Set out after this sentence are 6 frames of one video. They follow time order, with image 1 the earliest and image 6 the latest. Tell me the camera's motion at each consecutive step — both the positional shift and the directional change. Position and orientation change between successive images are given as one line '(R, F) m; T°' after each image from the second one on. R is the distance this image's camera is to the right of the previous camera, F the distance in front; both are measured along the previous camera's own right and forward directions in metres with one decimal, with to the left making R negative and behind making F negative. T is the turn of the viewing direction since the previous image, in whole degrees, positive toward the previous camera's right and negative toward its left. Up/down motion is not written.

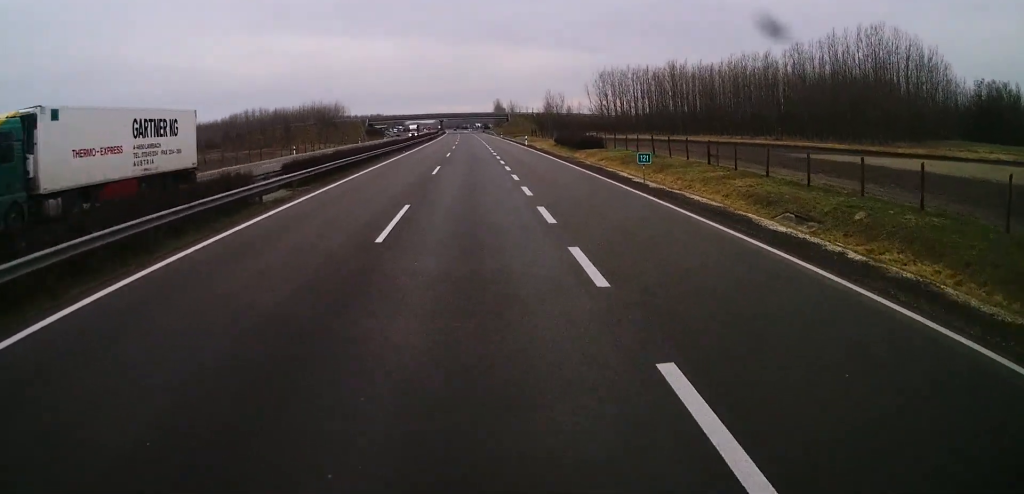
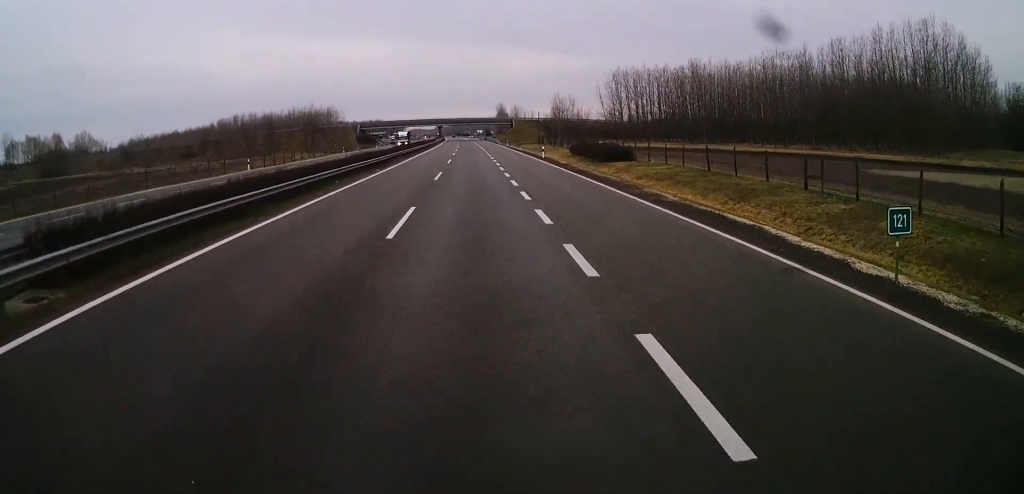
(-0.2, +17.0) m; 0°
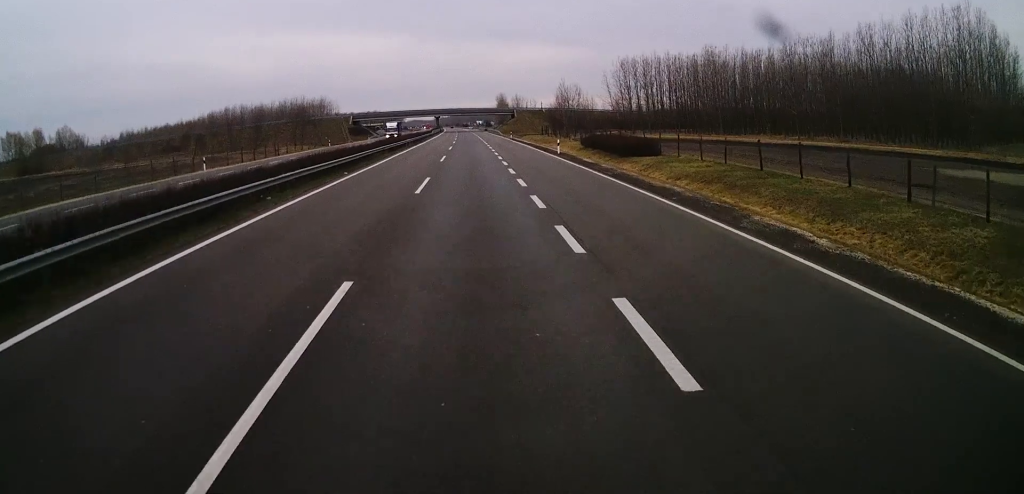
(-0.2, +10.8) m; 0°
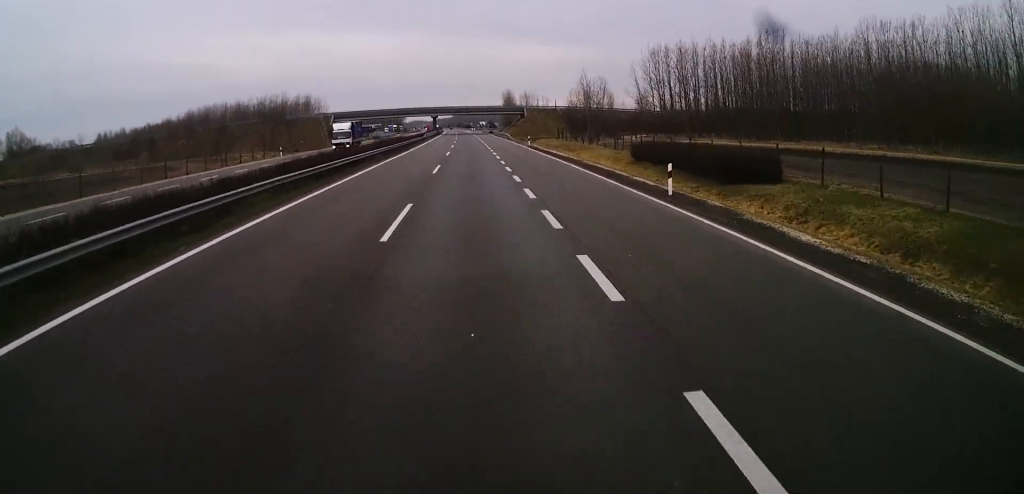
(+0.2, +27.0) m; 0°
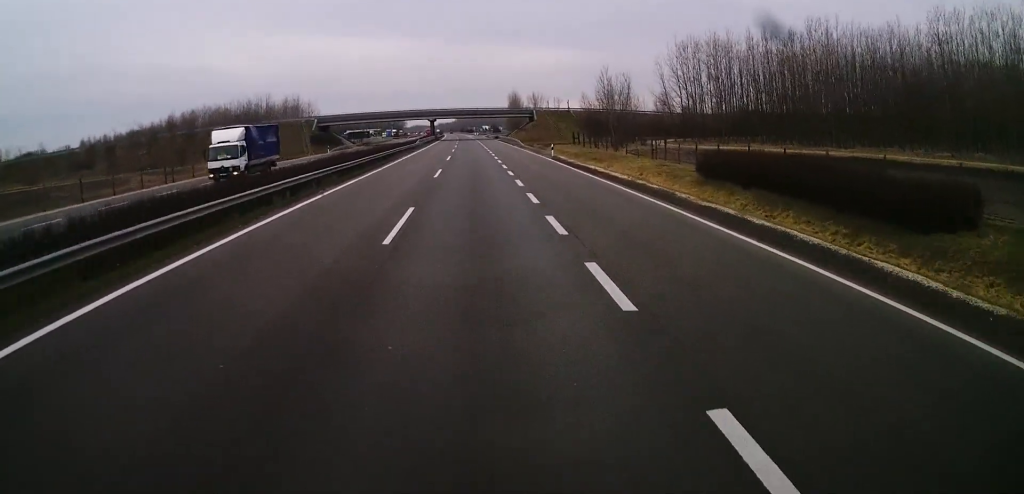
(-0.4, +18.4) m; 0°
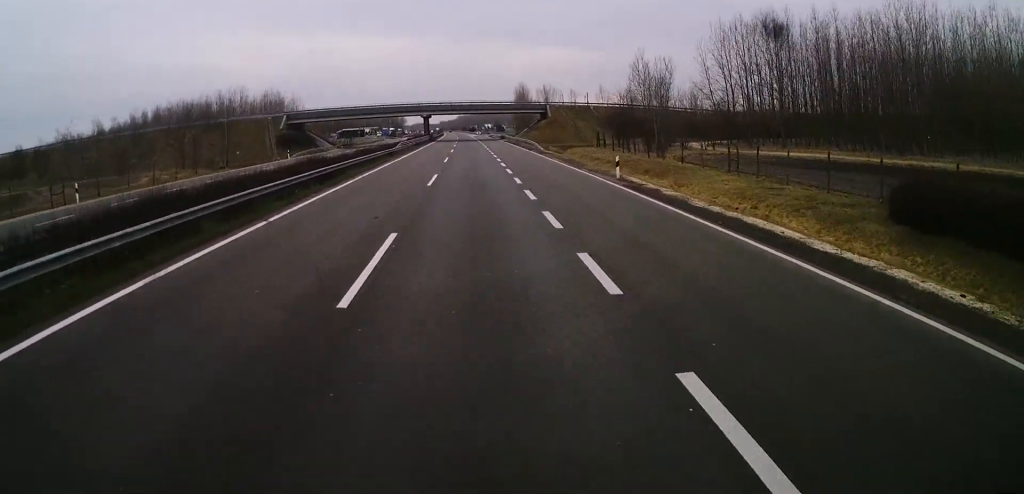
(+0.5, +23.1) m; 0°
